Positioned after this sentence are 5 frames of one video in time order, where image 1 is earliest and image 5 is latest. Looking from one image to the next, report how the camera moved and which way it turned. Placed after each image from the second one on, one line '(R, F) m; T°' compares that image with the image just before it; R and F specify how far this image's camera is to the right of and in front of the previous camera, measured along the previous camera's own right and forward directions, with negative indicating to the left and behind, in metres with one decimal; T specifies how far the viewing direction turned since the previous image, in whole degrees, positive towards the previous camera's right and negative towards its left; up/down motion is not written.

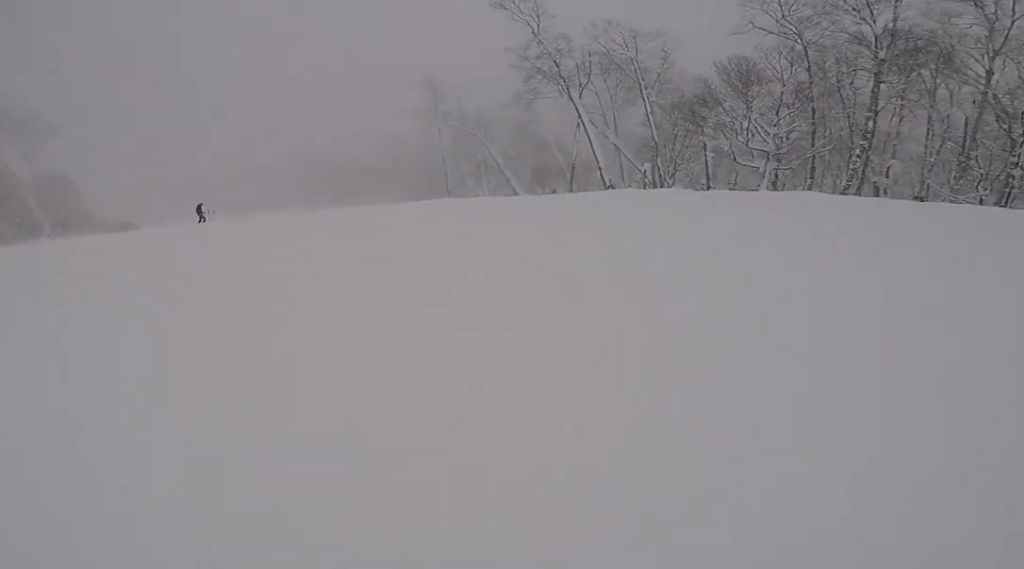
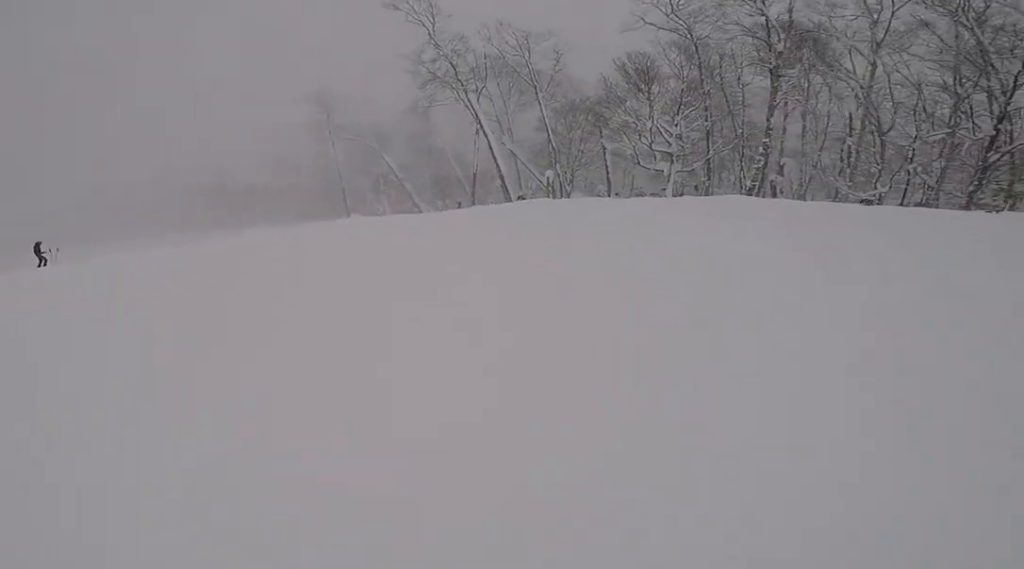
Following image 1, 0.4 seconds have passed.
(+0.3, +3.1) m; -1°
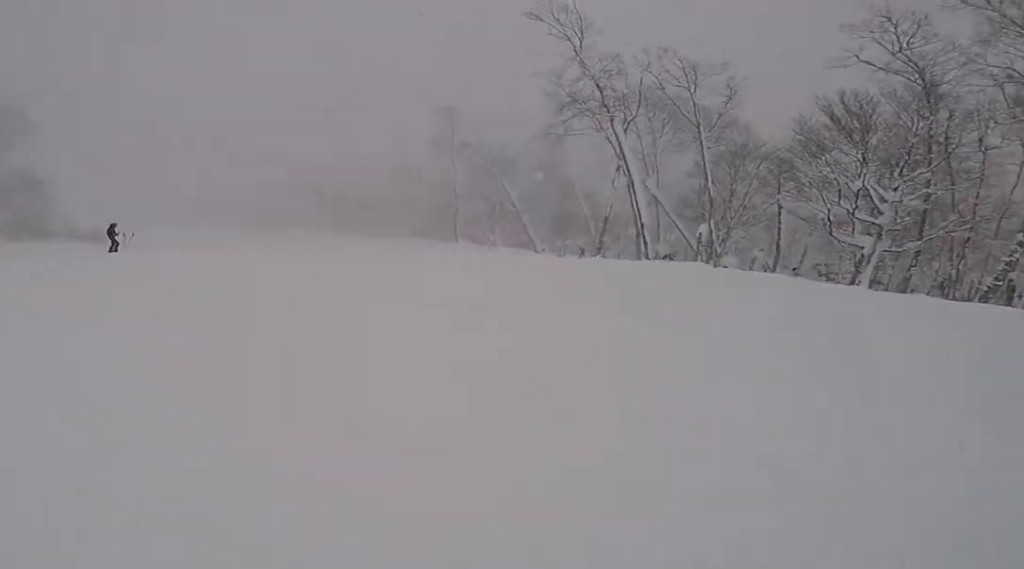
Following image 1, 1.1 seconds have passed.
(-0.8, +4.4) m; -7°
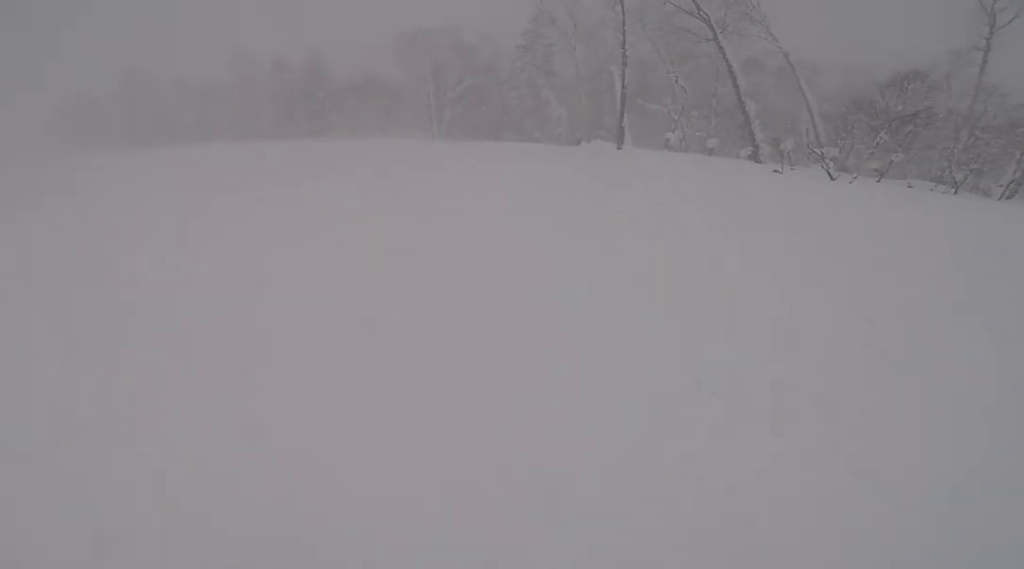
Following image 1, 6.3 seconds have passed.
(-5.9, +38.5) m; +10°
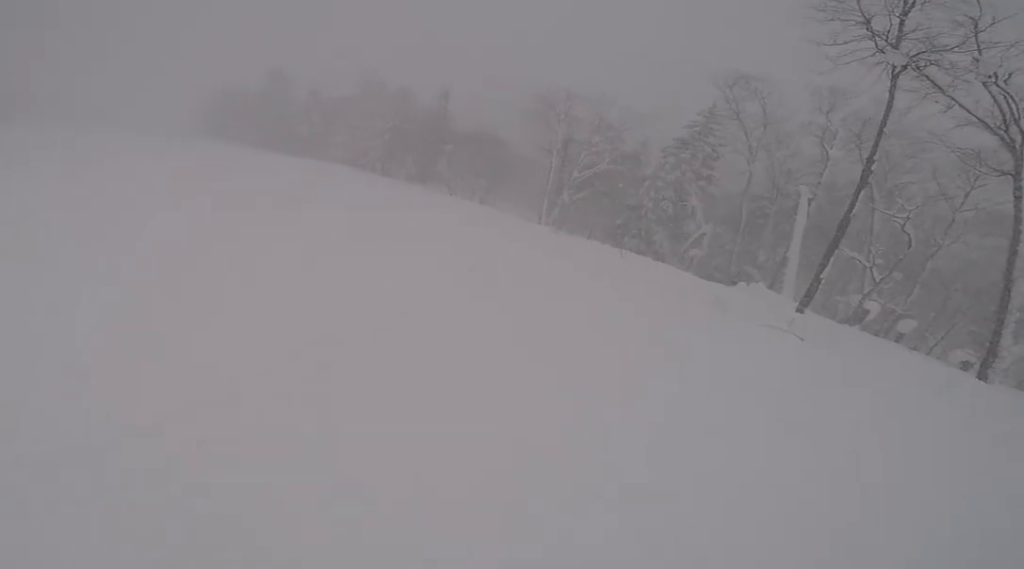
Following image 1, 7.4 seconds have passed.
(+0.8, +10.6) m; -10°
